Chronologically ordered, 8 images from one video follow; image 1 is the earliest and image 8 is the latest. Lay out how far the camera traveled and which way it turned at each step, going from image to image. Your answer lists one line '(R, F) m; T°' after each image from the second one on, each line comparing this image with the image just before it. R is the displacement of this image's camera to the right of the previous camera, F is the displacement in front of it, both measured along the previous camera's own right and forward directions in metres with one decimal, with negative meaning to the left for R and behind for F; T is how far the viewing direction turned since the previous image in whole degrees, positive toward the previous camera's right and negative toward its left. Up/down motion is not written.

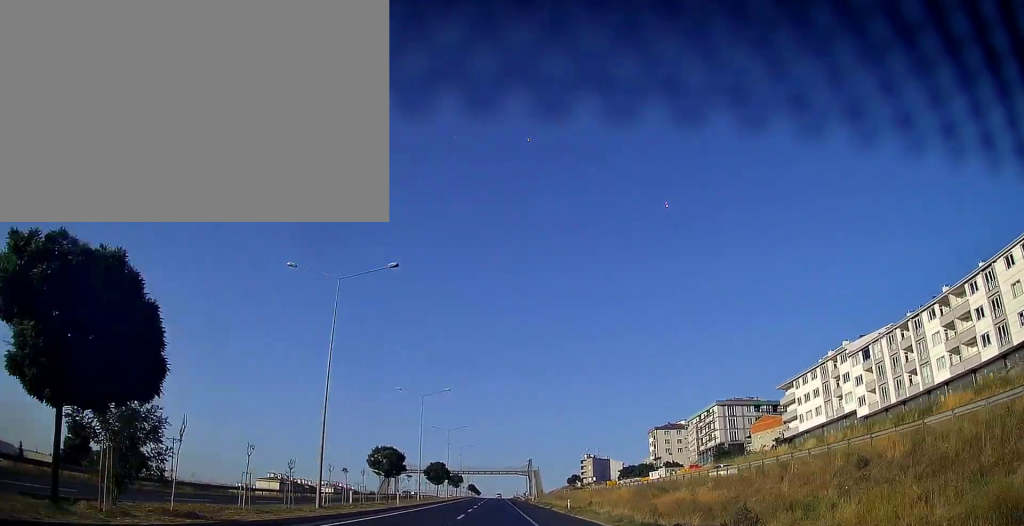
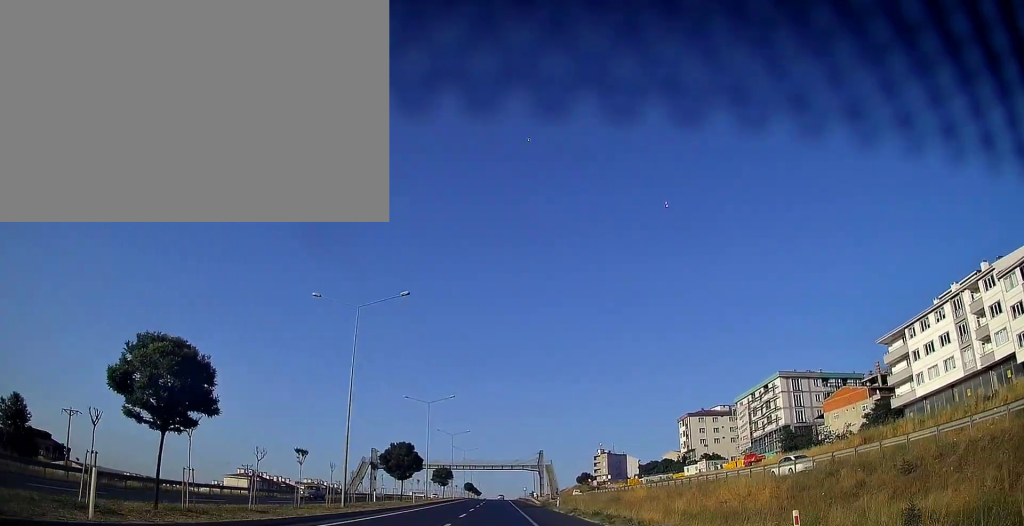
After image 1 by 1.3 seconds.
(0.0, +33.5) m; 0°
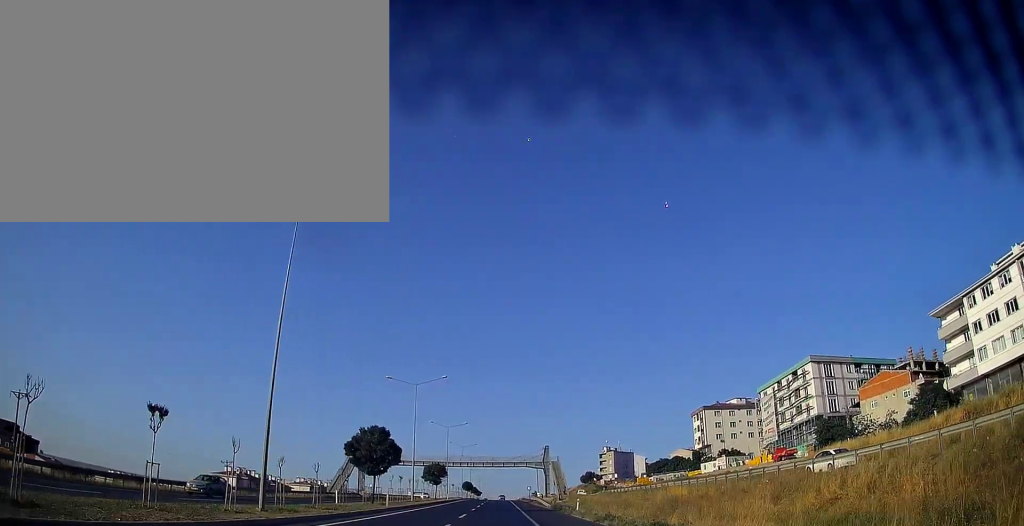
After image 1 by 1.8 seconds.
(-0.1, +13.3) m; 0°
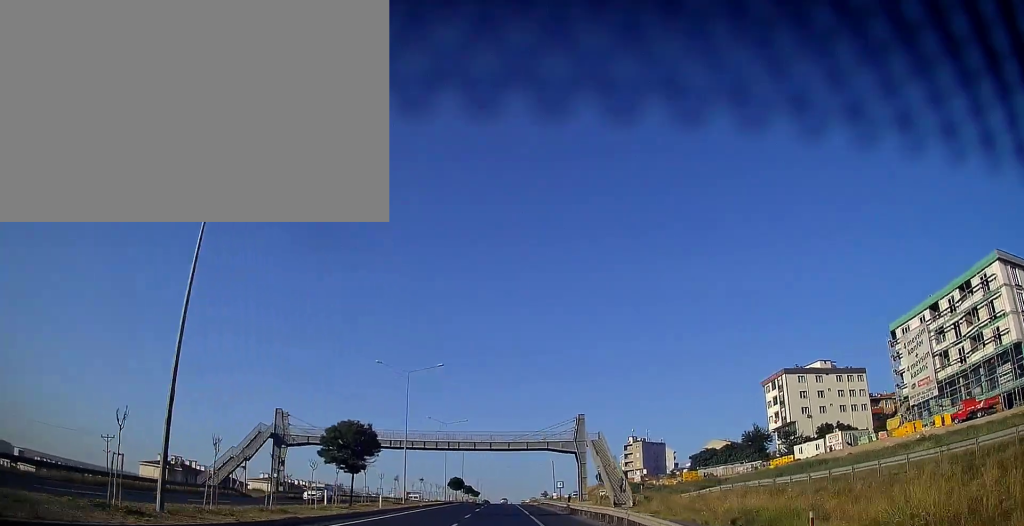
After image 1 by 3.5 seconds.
(+0.1, +46.8) m; 0°
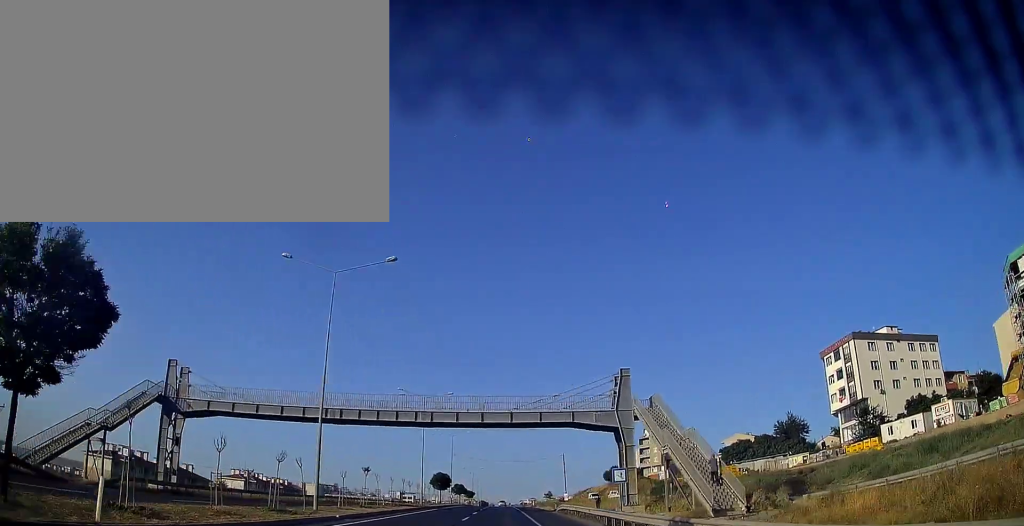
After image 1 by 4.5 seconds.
(0.0, +24.7) m; 0°
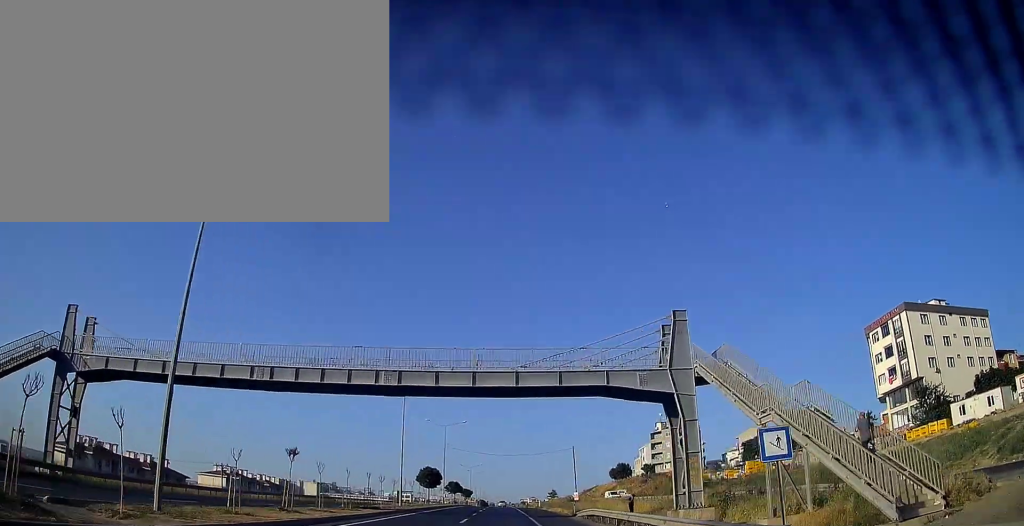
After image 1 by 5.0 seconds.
(0.0, +15.0) m; 0°
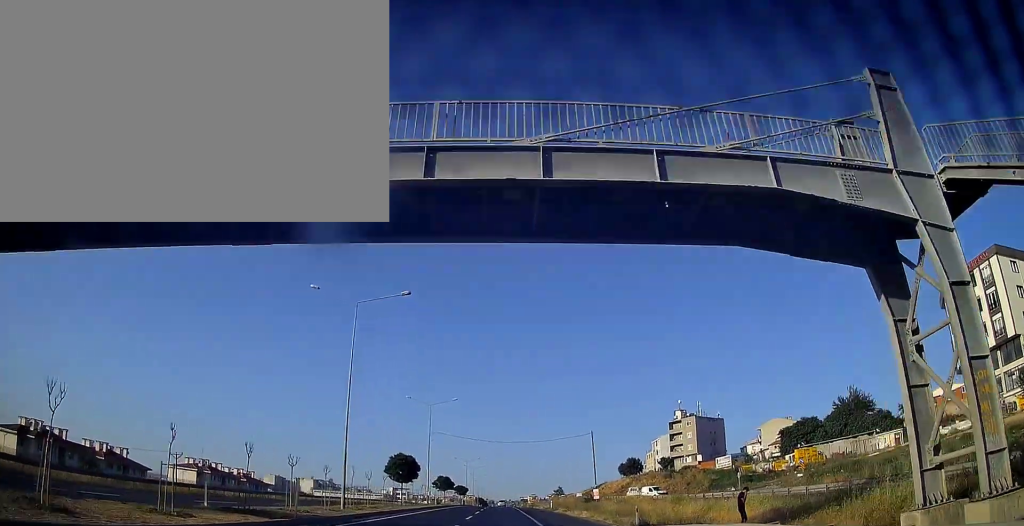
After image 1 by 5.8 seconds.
(-0.1, +19.4) m; 0°
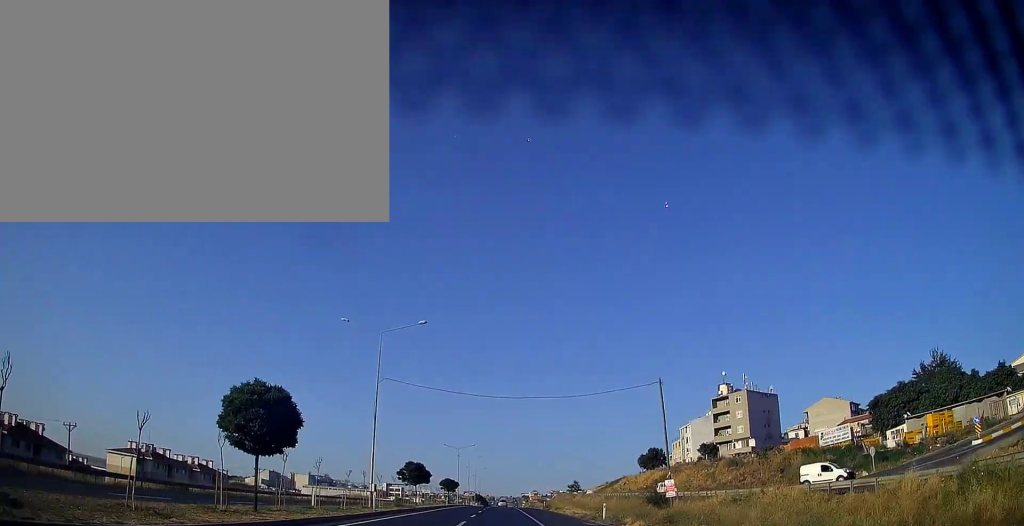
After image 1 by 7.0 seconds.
(+0.1, +31.5) m; 0°
